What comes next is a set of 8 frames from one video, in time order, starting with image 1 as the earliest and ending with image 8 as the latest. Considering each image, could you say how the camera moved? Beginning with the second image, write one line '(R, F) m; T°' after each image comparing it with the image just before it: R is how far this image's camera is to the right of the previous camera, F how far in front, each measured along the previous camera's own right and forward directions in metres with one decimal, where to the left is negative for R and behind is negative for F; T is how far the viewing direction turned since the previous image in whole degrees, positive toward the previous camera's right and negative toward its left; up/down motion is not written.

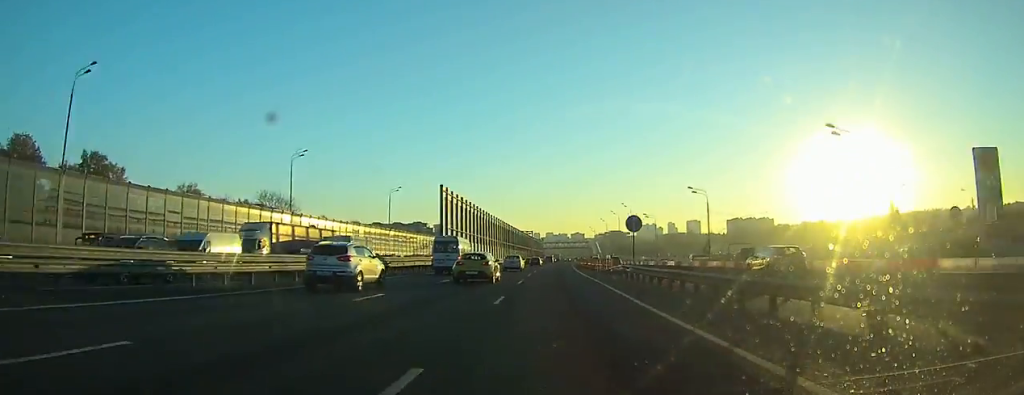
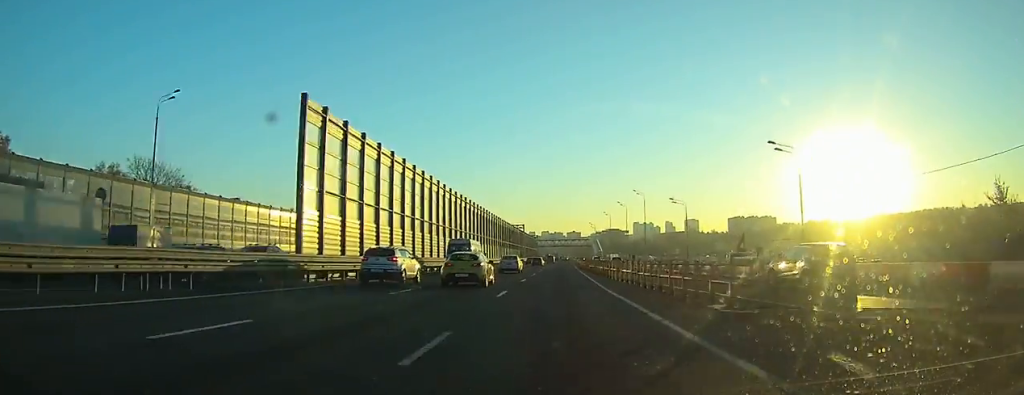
(+0.1, +32.4) m; +1°
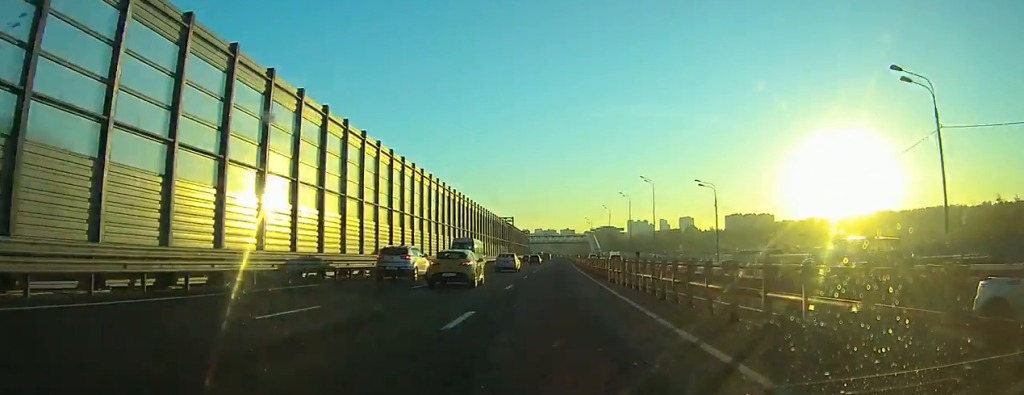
(0.0, +20.3) m; 0°
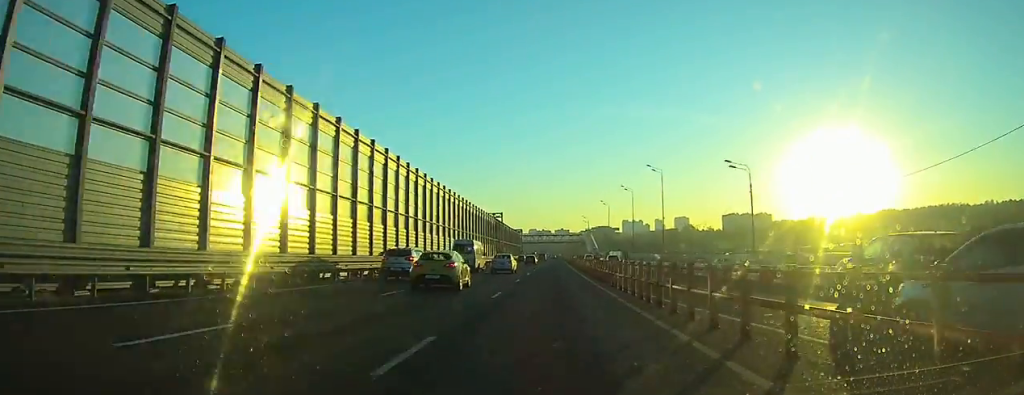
(+0.1, +15.1) m; 0°
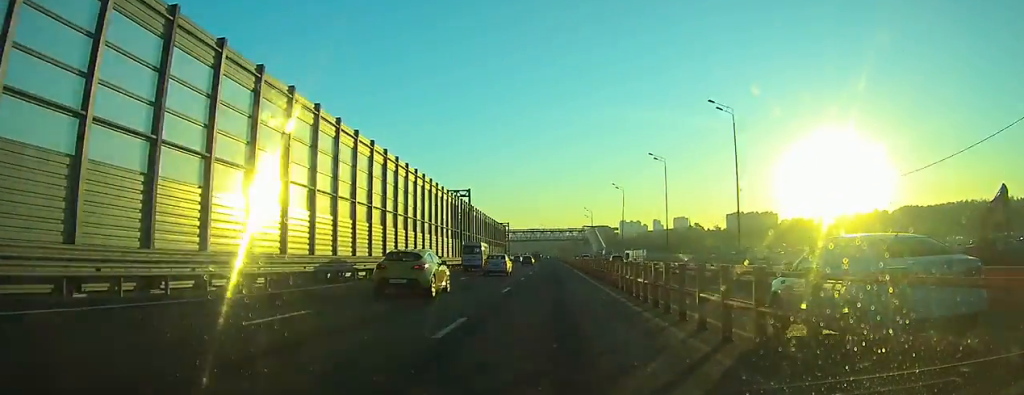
(+0.2, +44.8) m; +1°
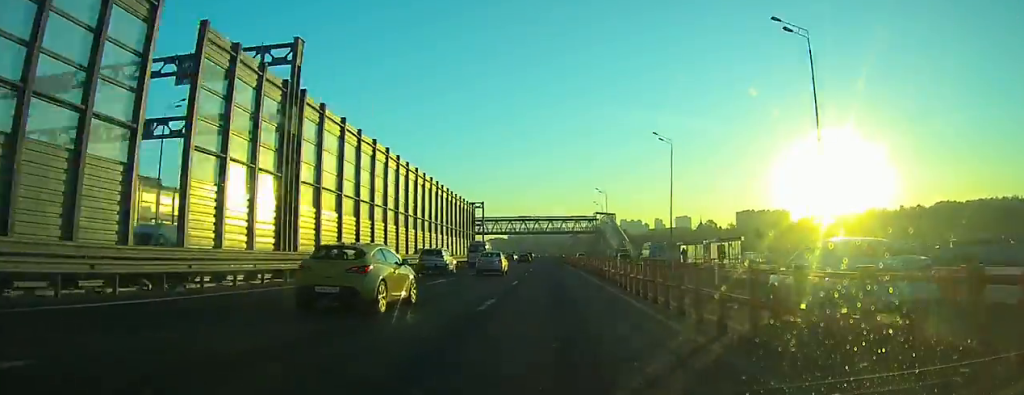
(+0.3, +57.3) m; 0°
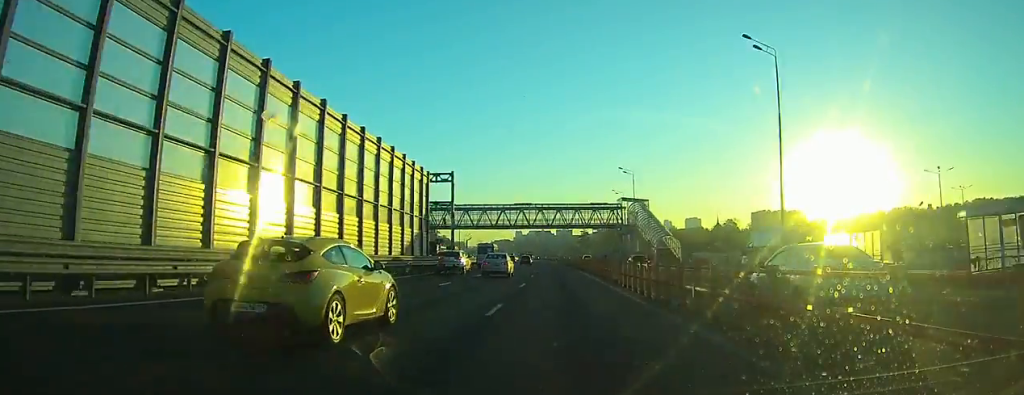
(-0.2, +36.6) m; 0°
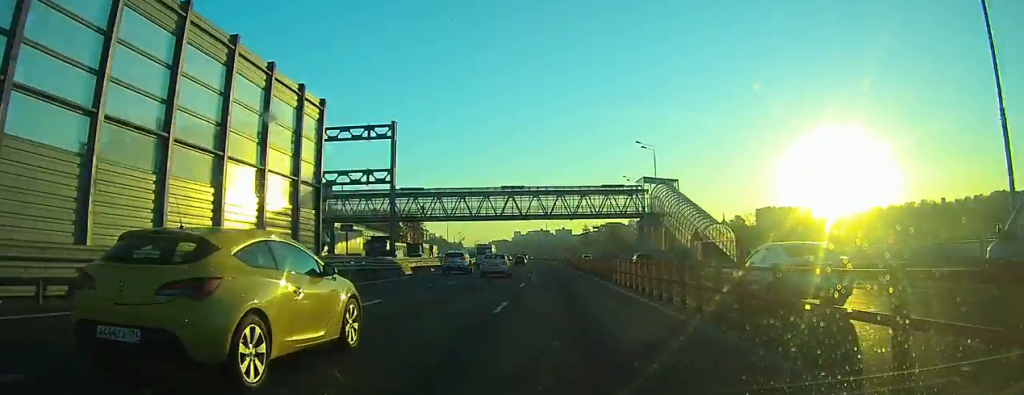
(-0.1, +22.6) m; 0°
